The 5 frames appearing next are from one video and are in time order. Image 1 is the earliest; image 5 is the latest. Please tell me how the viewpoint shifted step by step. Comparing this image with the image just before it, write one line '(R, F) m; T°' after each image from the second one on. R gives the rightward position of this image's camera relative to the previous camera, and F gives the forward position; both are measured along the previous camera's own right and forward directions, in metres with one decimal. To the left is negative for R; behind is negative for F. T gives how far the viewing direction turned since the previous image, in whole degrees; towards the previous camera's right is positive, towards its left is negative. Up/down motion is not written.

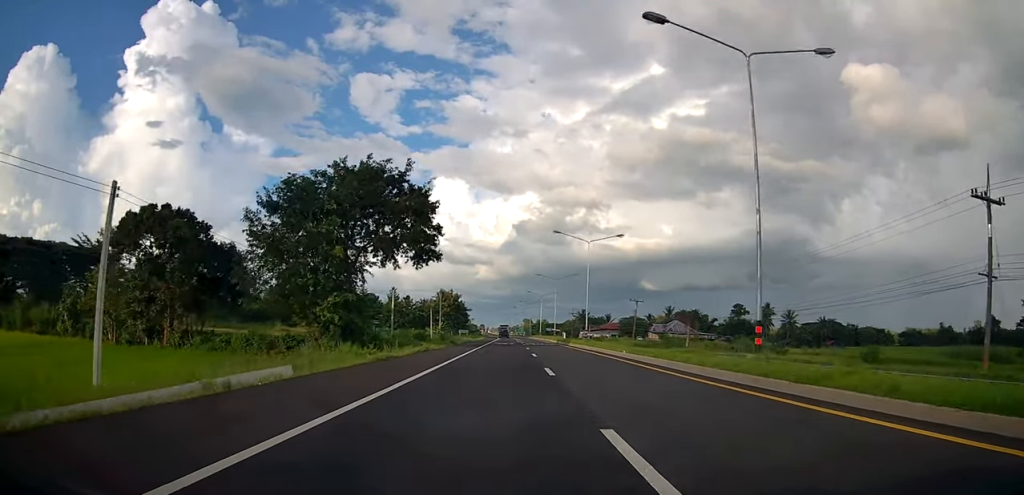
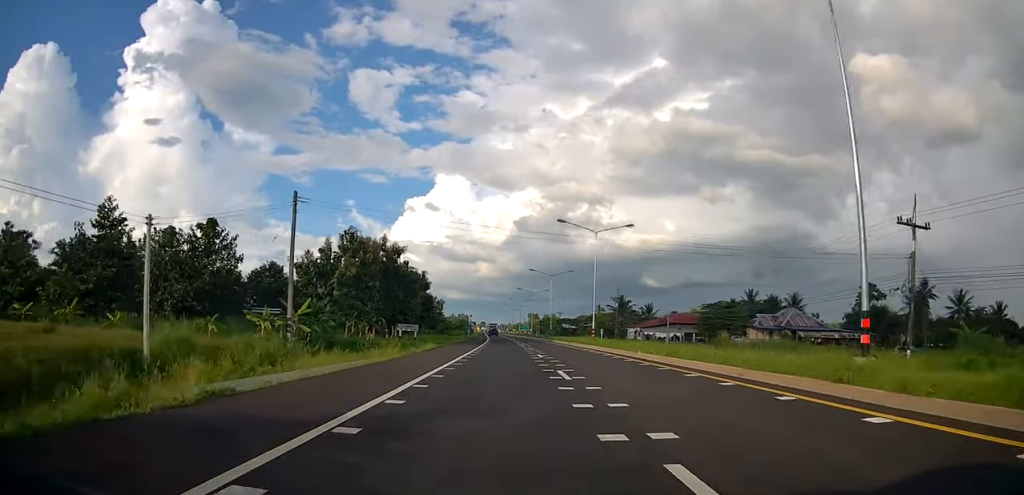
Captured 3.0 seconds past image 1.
(+0.1, +74.3) m; 0°
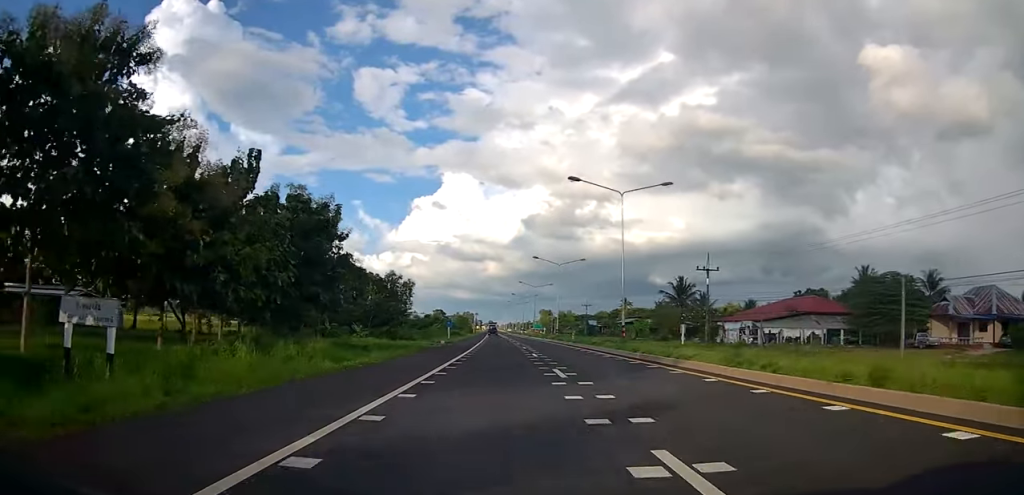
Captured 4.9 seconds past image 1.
(+0.1, +47.7) m; -1°
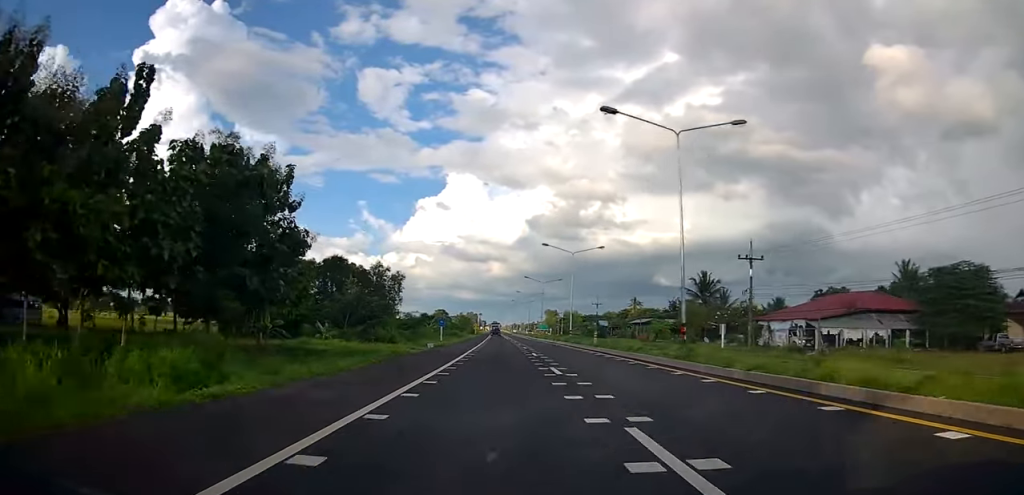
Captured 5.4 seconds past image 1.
(-0.1, +10.7) m; 0°
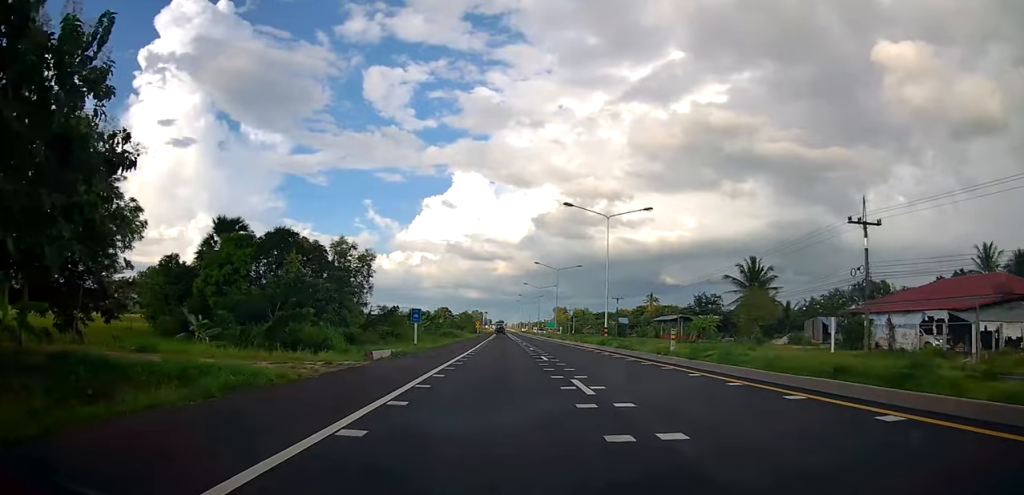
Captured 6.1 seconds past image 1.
(-0.5, +17.7) m; 0°
